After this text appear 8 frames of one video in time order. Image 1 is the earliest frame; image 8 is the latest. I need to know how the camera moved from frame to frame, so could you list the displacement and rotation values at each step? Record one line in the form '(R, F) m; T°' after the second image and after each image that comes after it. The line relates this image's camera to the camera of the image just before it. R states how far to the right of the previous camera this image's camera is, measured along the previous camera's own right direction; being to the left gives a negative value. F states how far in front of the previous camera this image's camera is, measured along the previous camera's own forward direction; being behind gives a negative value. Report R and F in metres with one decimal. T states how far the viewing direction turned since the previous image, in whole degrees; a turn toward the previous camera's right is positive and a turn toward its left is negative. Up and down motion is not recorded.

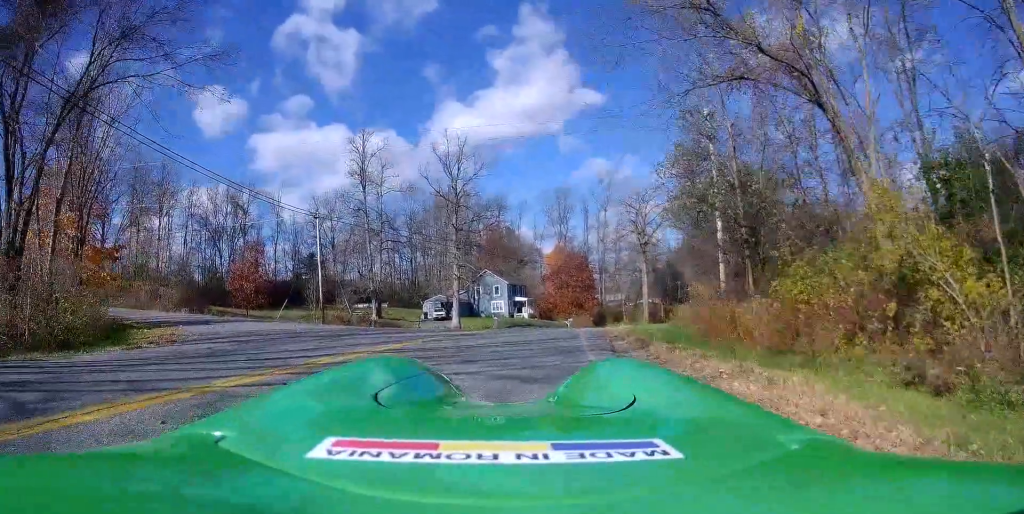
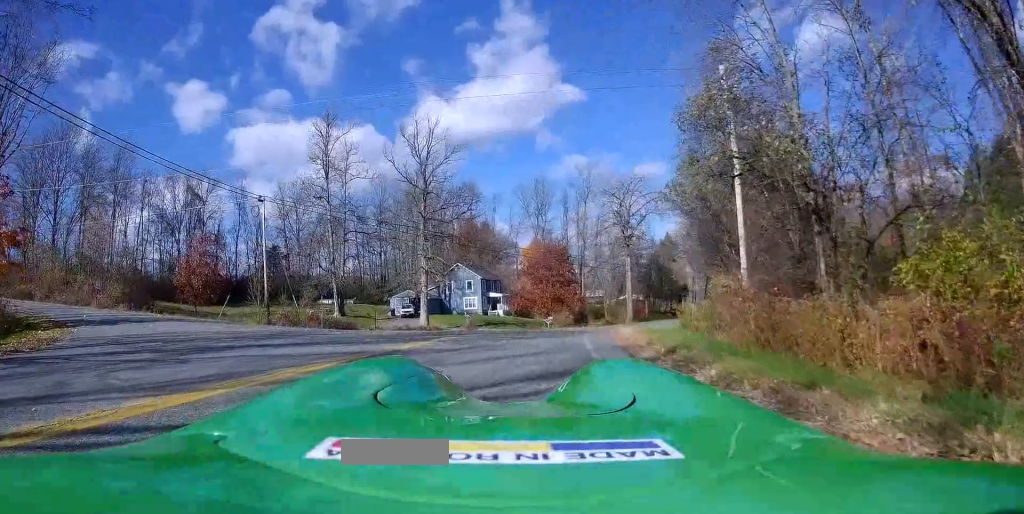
(-0.1, +6.5) m; -2°
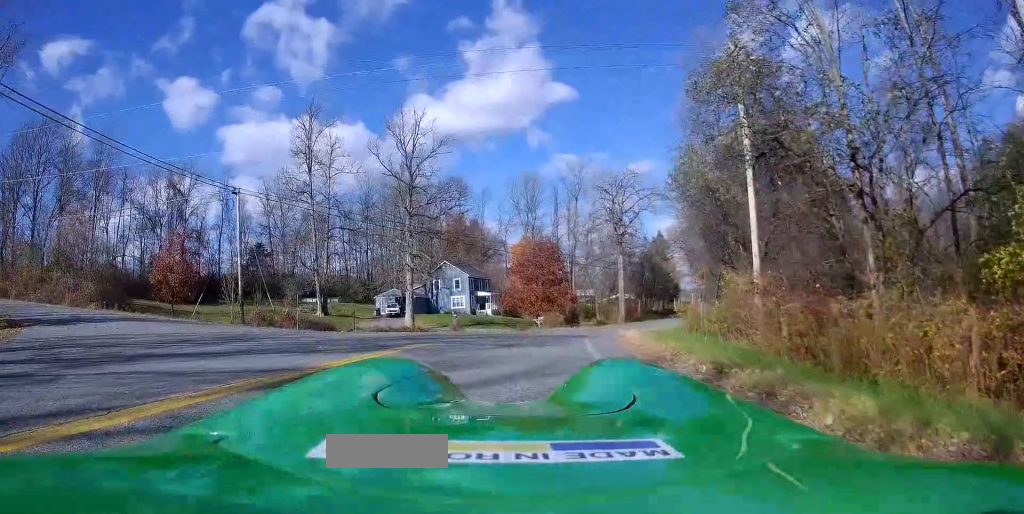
(0.0, +2.2) m; +2°
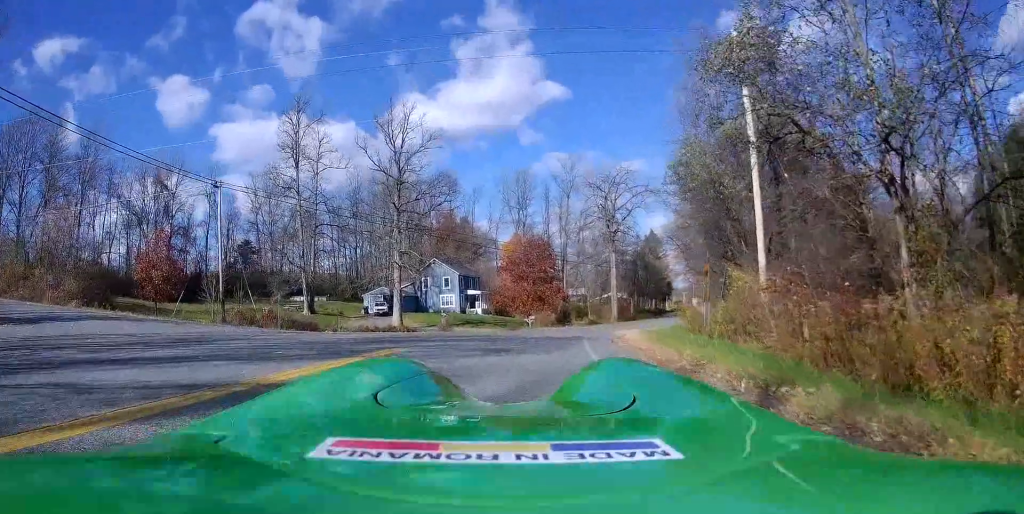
(0.0, +1.3) m; +3°
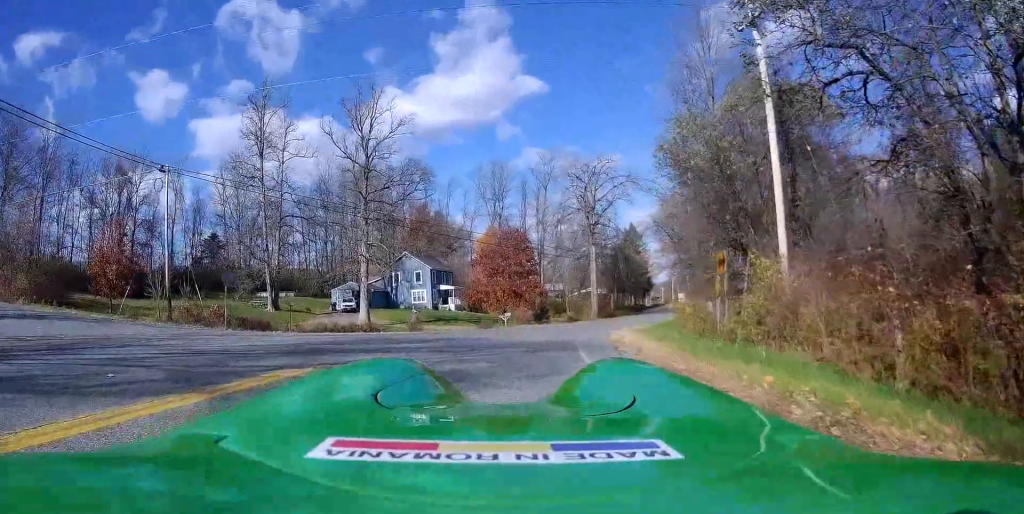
(+0.4, +3.3) m; +7°
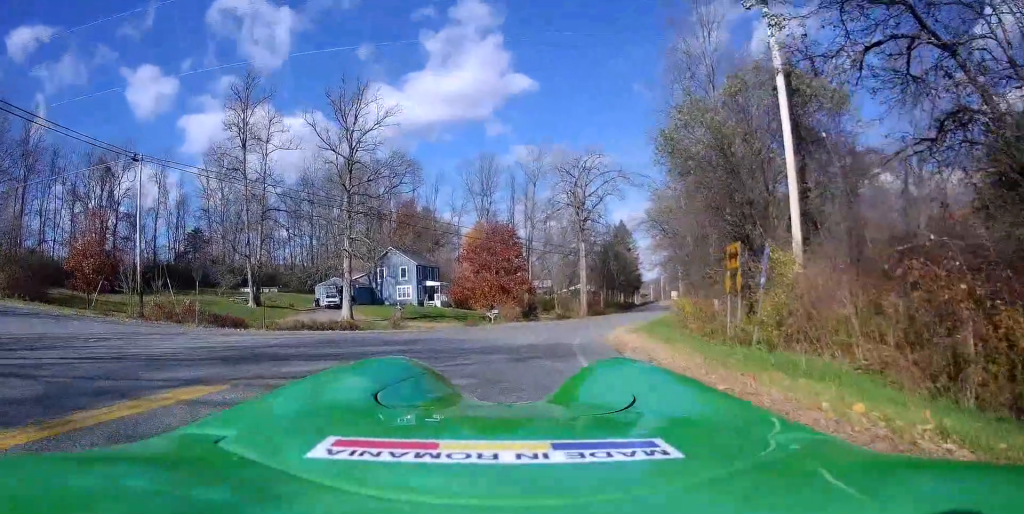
(+0.1, +1.6) m; -1°
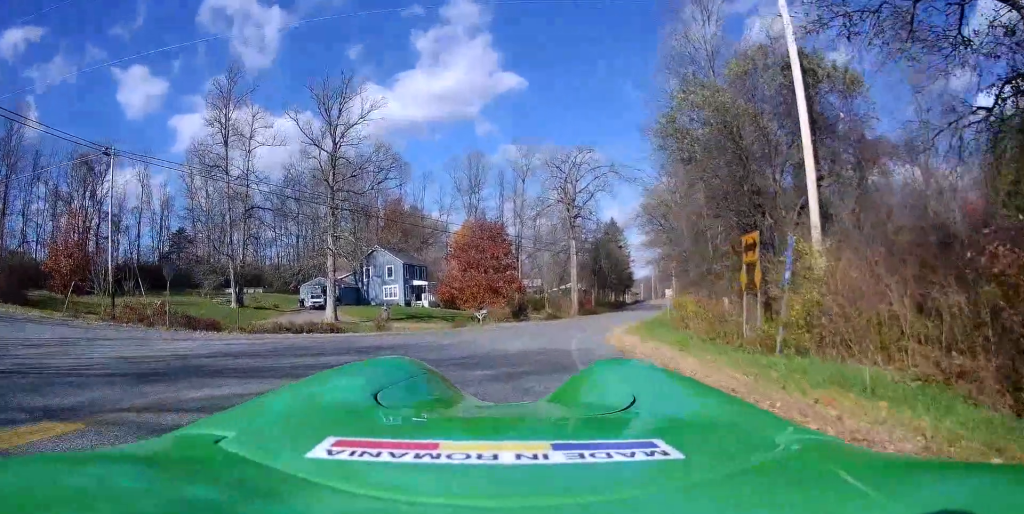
(-0.2, +1.7) m; -4°
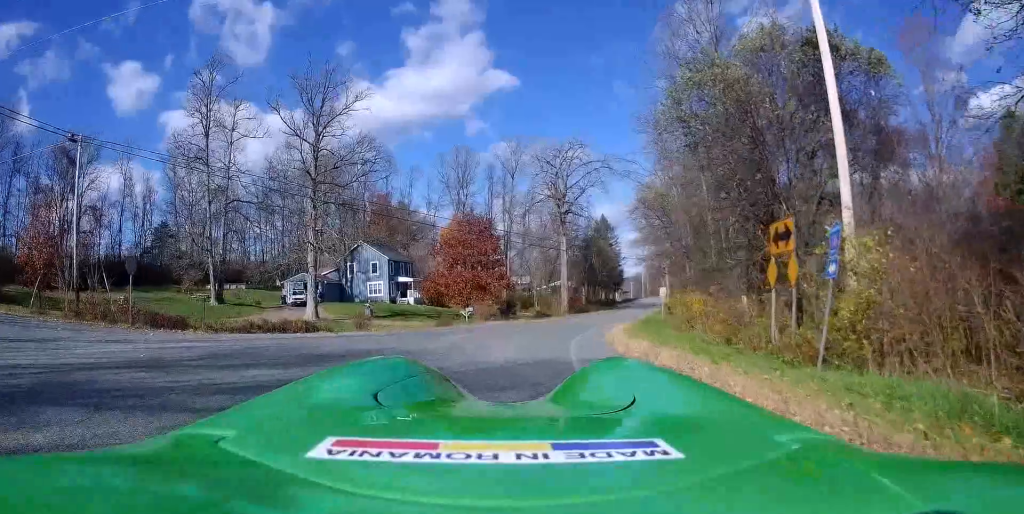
(0.0, +2.2) m; 0°
